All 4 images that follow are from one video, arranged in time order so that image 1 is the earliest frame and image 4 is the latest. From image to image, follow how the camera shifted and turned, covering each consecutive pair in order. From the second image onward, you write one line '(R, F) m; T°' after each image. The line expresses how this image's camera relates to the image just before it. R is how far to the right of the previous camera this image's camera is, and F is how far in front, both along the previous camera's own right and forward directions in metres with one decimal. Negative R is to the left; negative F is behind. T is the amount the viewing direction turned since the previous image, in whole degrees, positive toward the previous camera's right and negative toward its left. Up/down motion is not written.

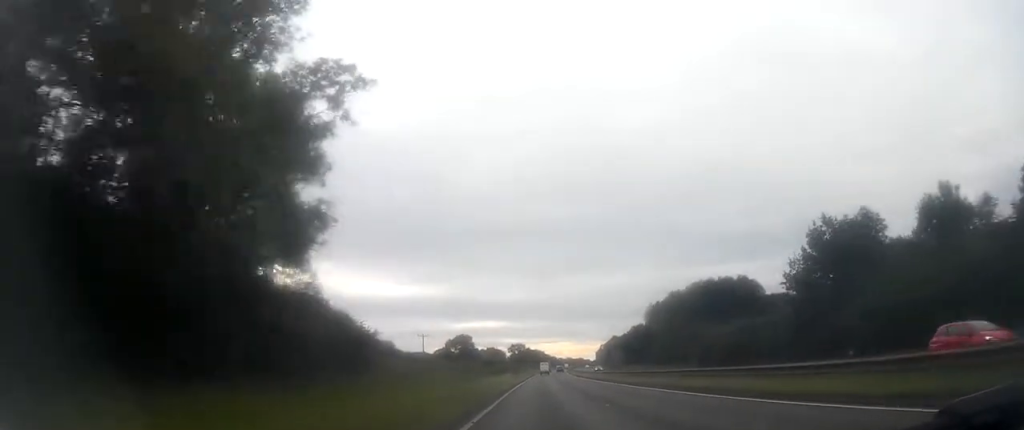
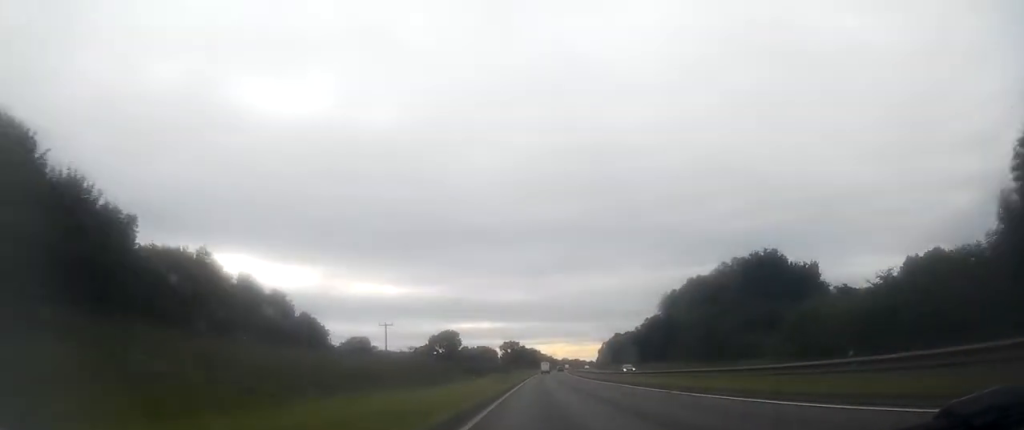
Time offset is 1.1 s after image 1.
(0.0, +28.2) m; +1°
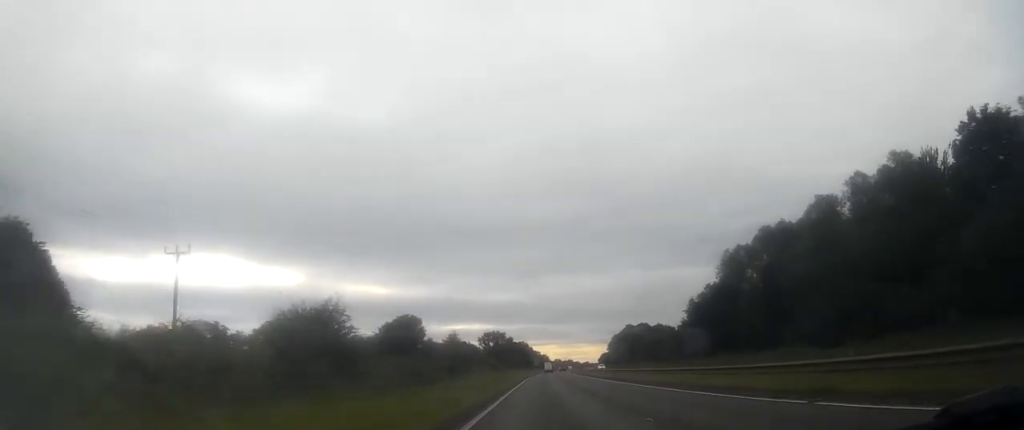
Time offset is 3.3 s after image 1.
(+1.0, +57.4) m; +1°
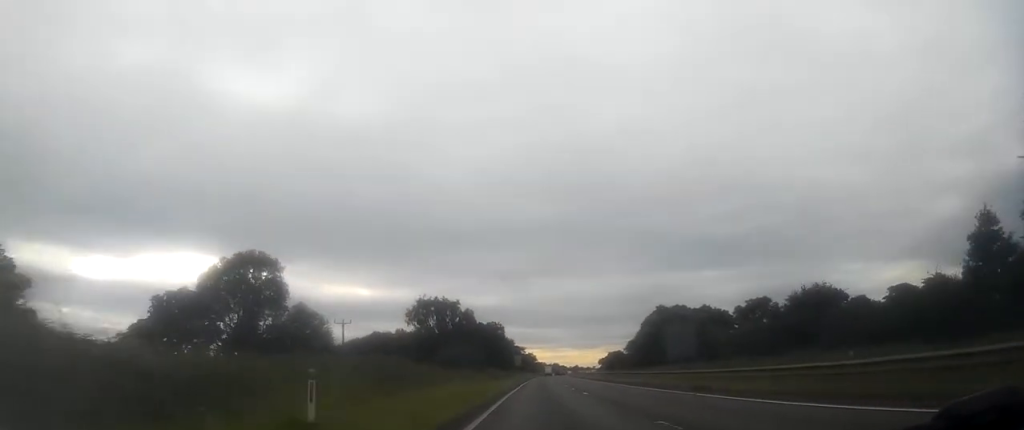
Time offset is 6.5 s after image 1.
(+1.4, +81.2) m; +2°
